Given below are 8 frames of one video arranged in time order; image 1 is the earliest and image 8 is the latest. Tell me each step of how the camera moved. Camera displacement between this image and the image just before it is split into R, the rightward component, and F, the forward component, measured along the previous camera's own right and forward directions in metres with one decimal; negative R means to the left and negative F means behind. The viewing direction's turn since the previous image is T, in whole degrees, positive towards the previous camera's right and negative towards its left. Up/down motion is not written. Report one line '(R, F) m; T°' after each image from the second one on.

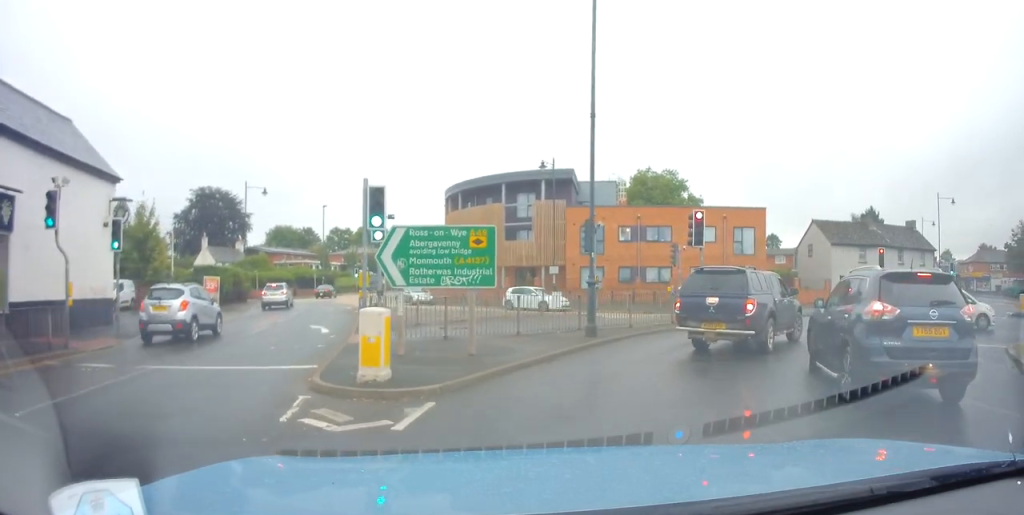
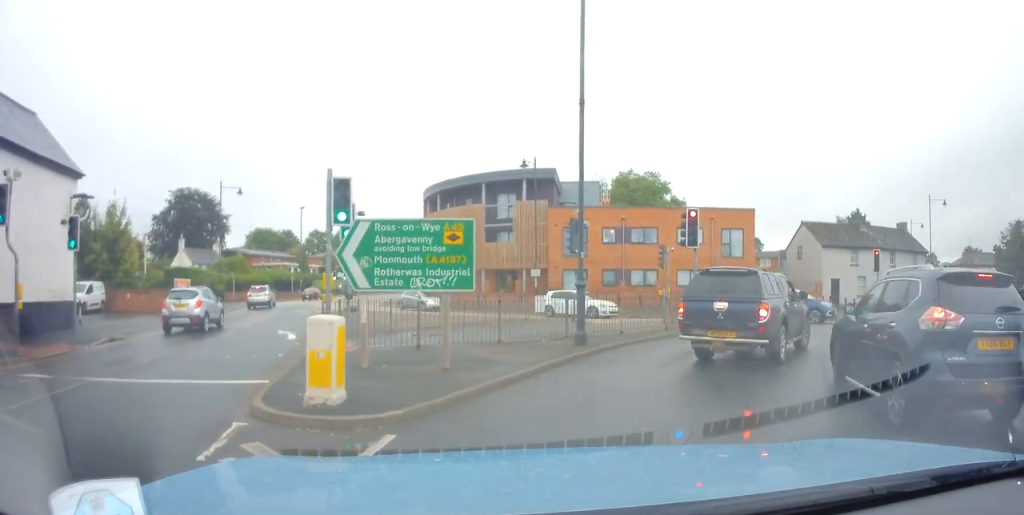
(+0.2, +1.5) m; +7°
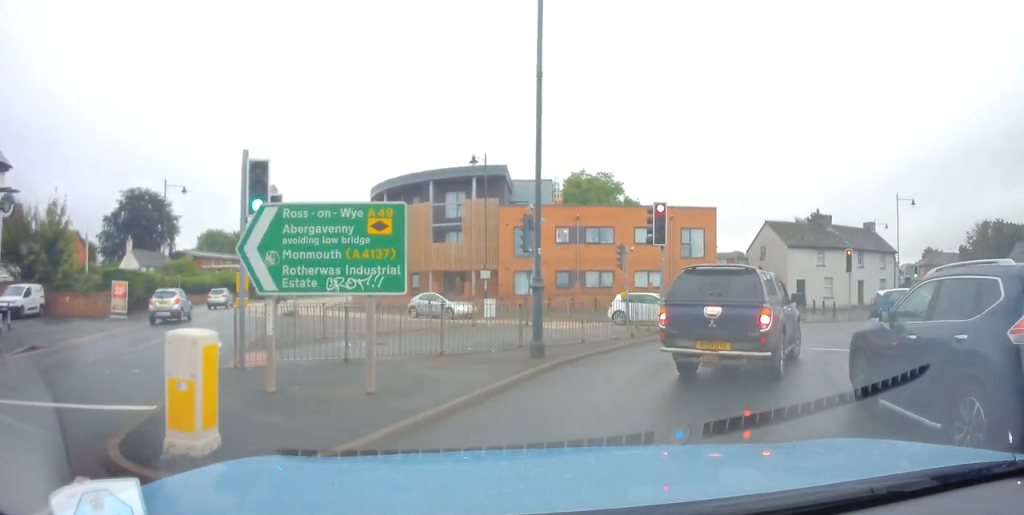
(+0.2, +1.9) m; +7°
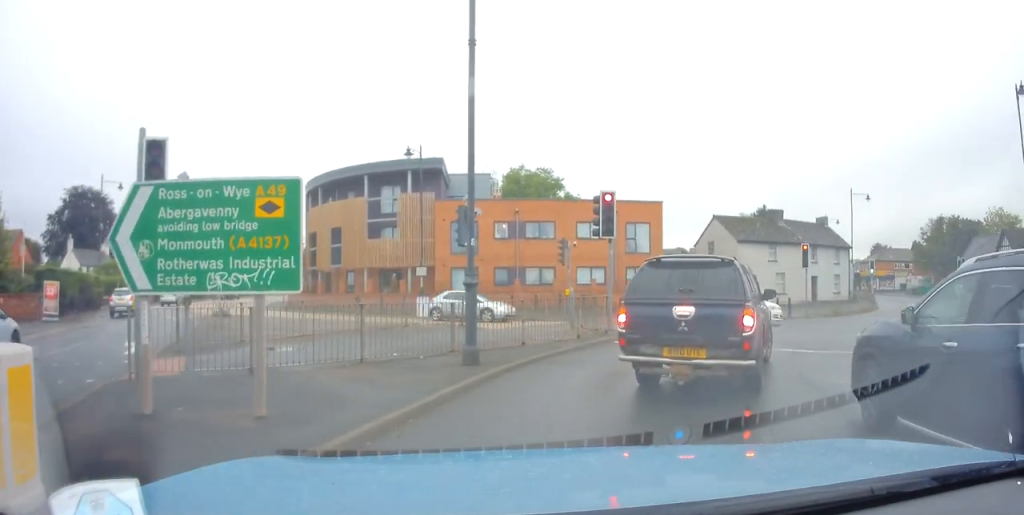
(+0.1, +1.5) m; +3°
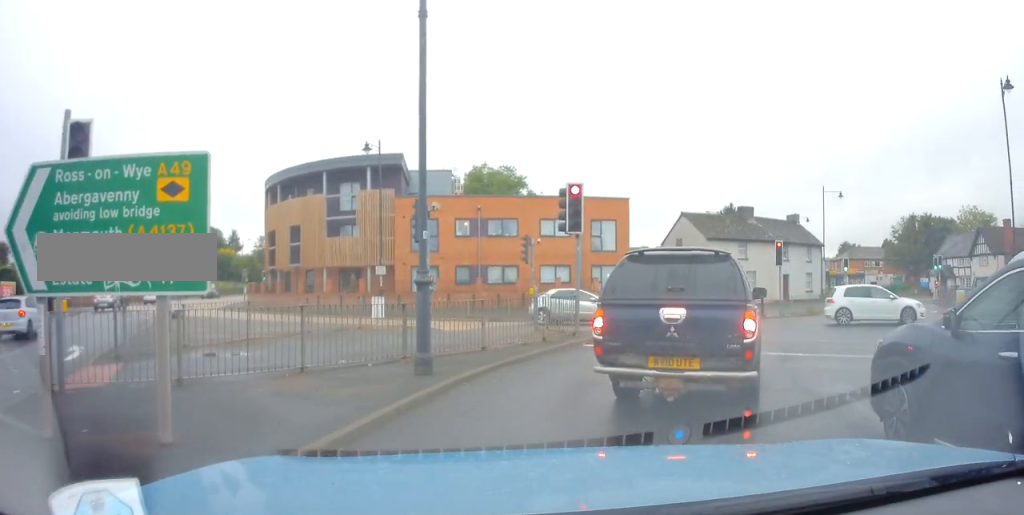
(0.0, +1.2) m; 0°
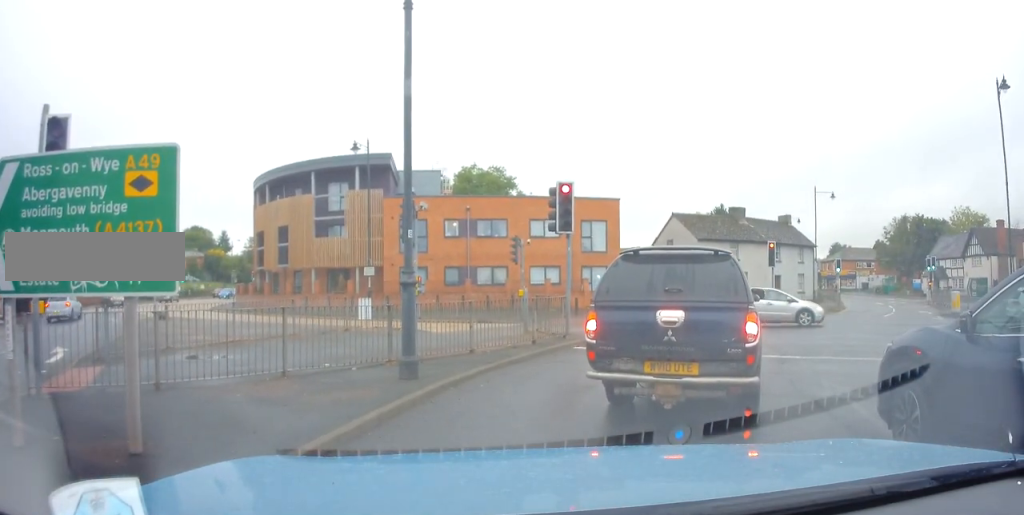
(0.0, +0.7) m; 0°
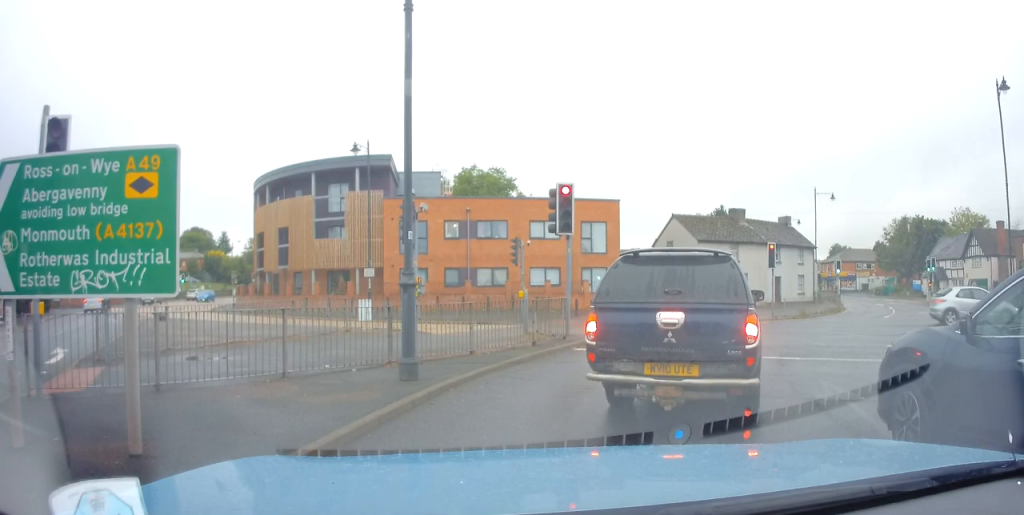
(0.0, +0.2) m; 0°
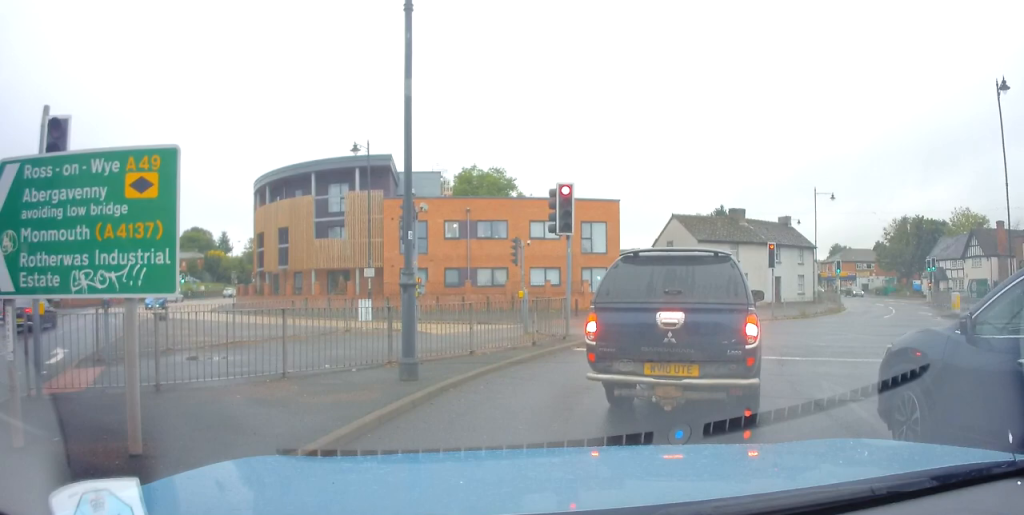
(0.0, 0.0) m; 0°
